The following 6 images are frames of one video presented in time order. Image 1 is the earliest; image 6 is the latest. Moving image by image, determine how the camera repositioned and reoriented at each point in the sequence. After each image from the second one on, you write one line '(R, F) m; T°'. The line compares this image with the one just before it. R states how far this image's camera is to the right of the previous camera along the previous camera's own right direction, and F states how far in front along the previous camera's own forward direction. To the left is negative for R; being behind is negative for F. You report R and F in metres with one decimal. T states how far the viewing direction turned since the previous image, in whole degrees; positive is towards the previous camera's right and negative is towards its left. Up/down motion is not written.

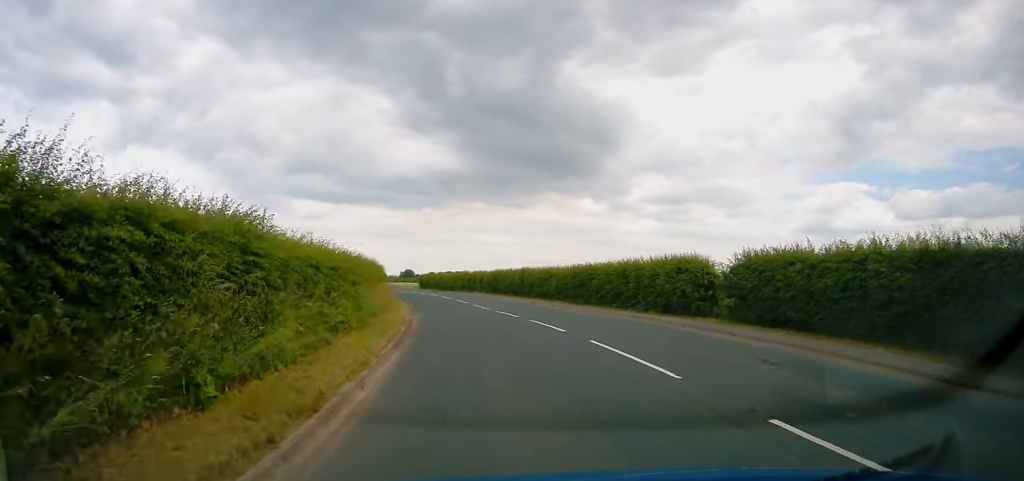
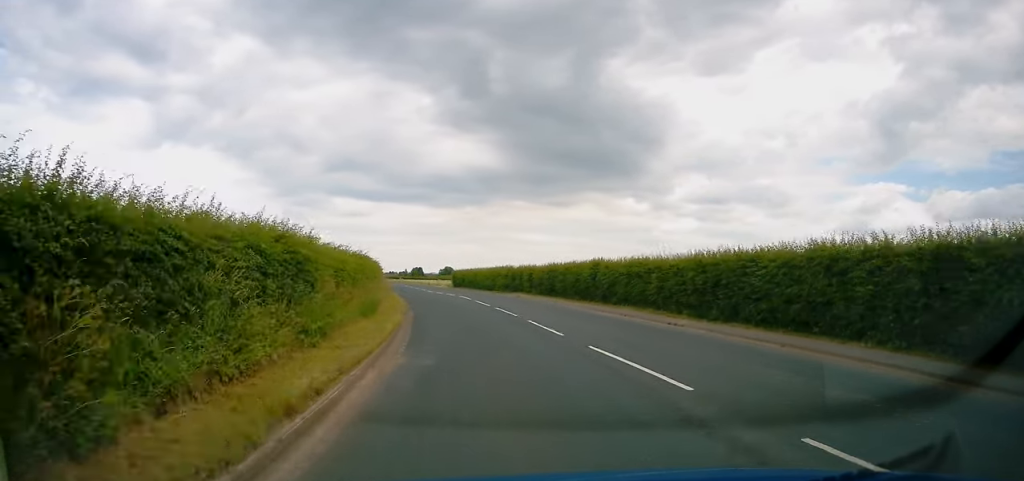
(-0.6, +18.2) m; -5°
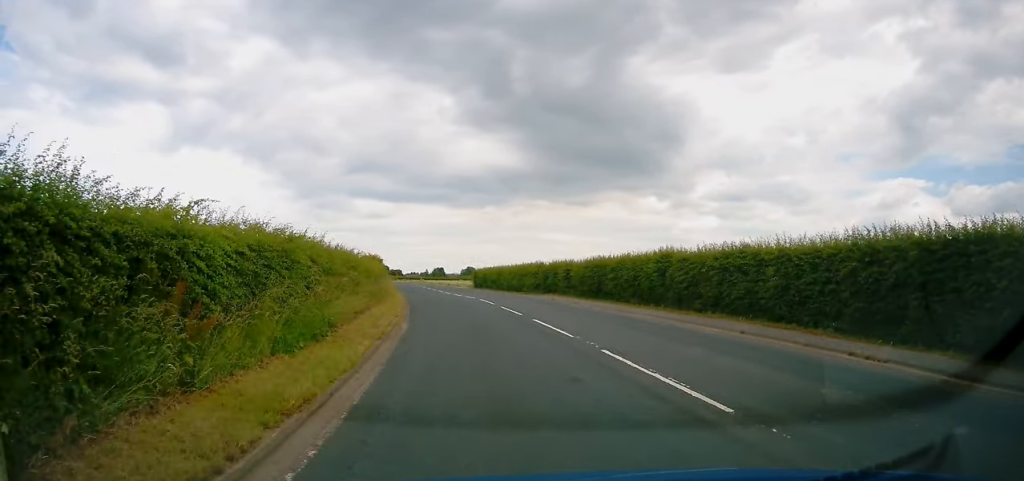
(-0.3, +9.8) m; -2°
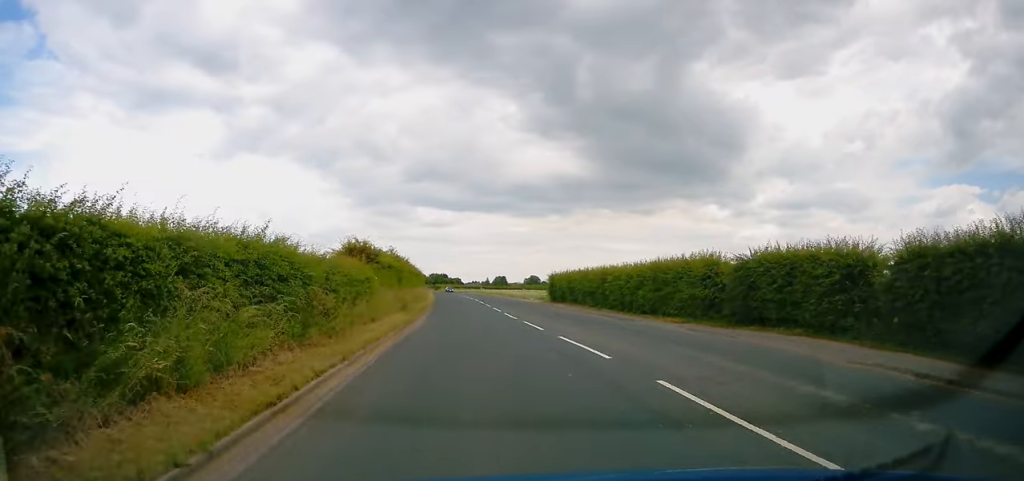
(-1.3, +29.3) m; -5°
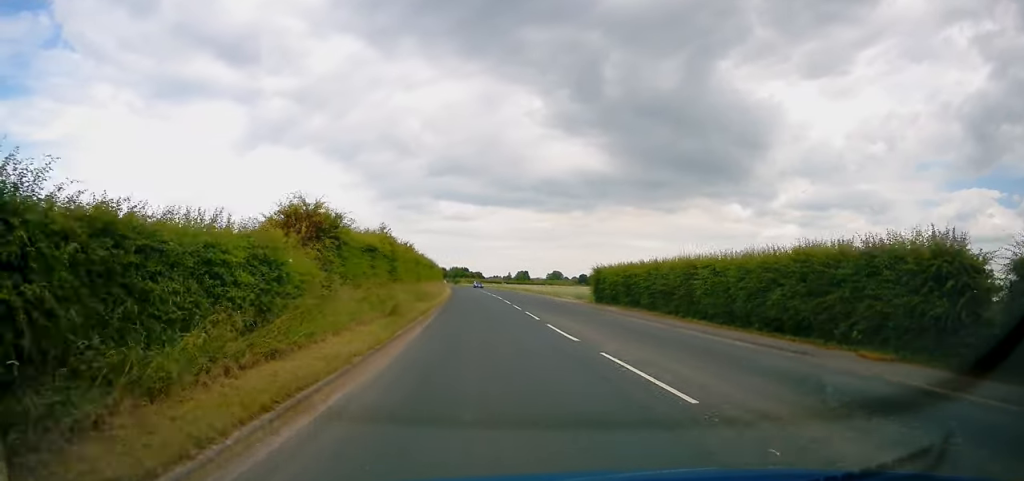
(-0.2, +12.7) m; -2°
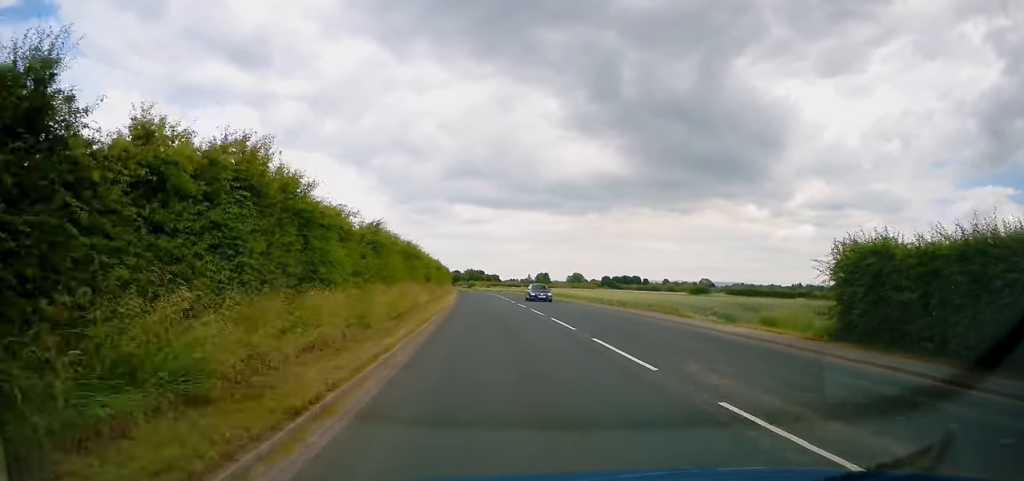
(-0.5, +31.1) m; -1°
